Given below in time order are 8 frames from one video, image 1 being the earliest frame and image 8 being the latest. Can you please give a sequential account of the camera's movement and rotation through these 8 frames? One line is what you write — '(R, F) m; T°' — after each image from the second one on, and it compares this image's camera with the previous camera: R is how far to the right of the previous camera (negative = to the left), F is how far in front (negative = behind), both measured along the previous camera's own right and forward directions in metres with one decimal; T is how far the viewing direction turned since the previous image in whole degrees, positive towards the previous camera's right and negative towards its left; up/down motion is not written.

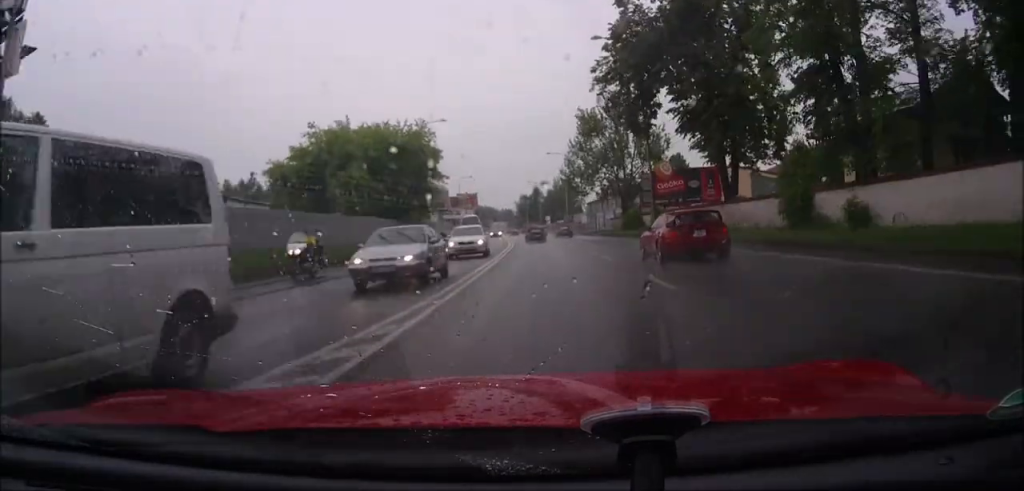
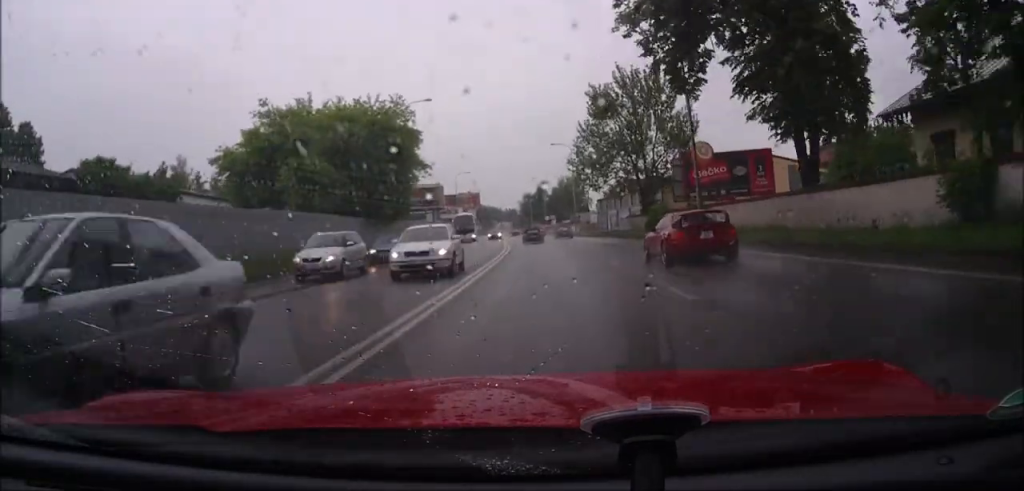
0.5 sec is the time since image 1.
(0.0, +10.8) m; 0°
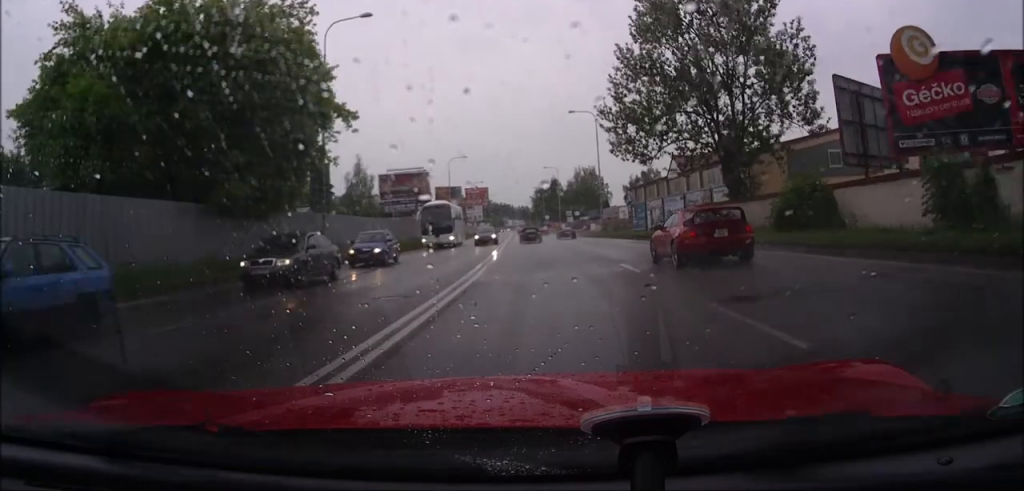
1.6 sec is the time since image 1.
(-0.2, +23.2) m; 0°
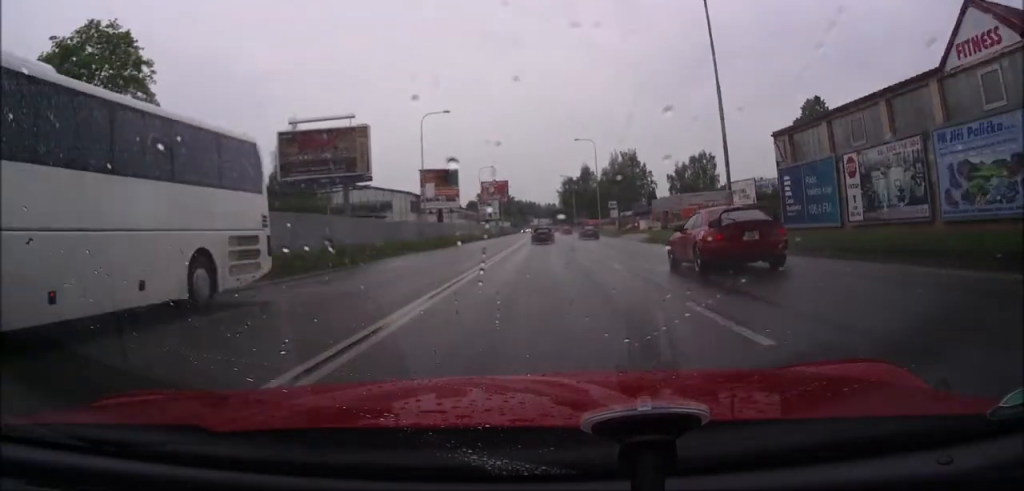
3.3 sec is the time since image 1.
(-0.1, +37.1) m; -2°
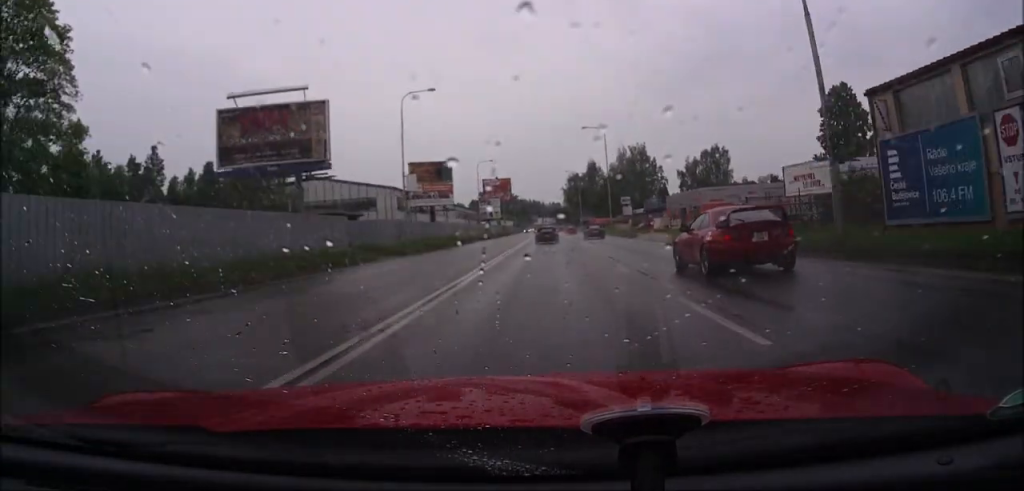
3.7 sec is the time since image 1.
(-0.2, +9.0) m; -1°
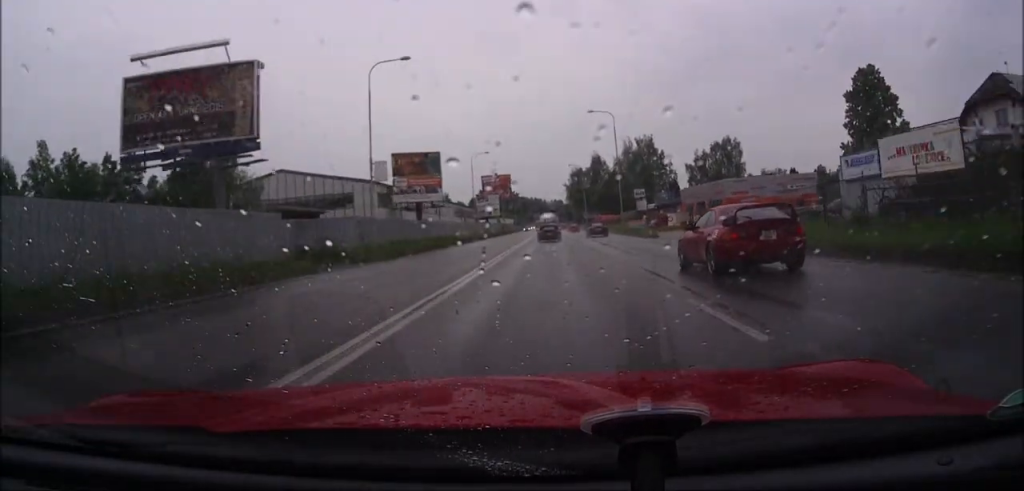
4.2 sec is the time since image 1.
(-0.2, +9.0) m; -1°
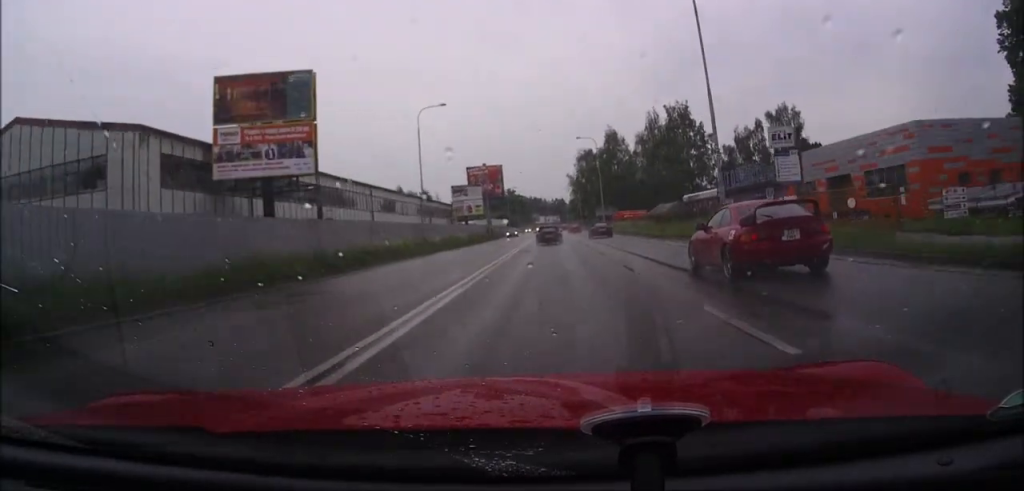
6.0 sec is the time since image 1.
(-0.2, +37.5) m; -1°
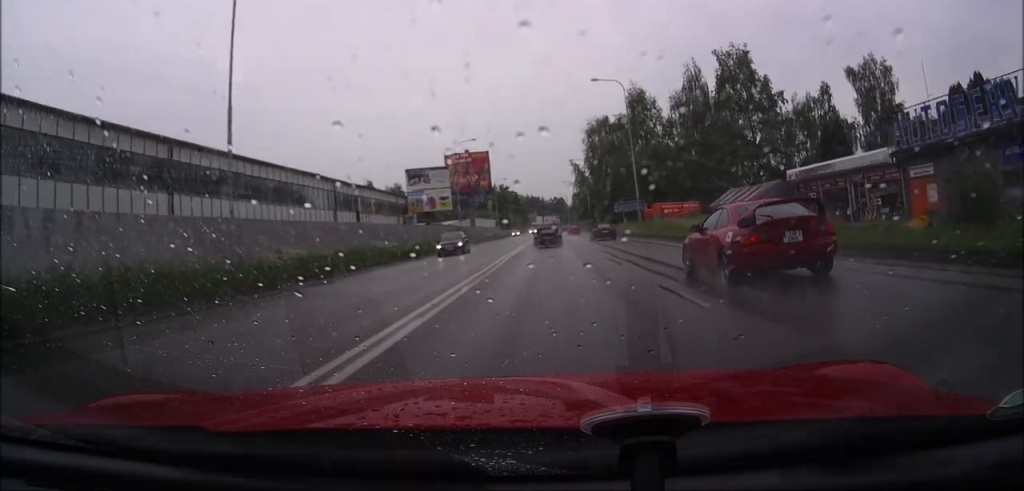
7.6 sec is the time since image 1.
(-0.6, +33.4) m; -1°
